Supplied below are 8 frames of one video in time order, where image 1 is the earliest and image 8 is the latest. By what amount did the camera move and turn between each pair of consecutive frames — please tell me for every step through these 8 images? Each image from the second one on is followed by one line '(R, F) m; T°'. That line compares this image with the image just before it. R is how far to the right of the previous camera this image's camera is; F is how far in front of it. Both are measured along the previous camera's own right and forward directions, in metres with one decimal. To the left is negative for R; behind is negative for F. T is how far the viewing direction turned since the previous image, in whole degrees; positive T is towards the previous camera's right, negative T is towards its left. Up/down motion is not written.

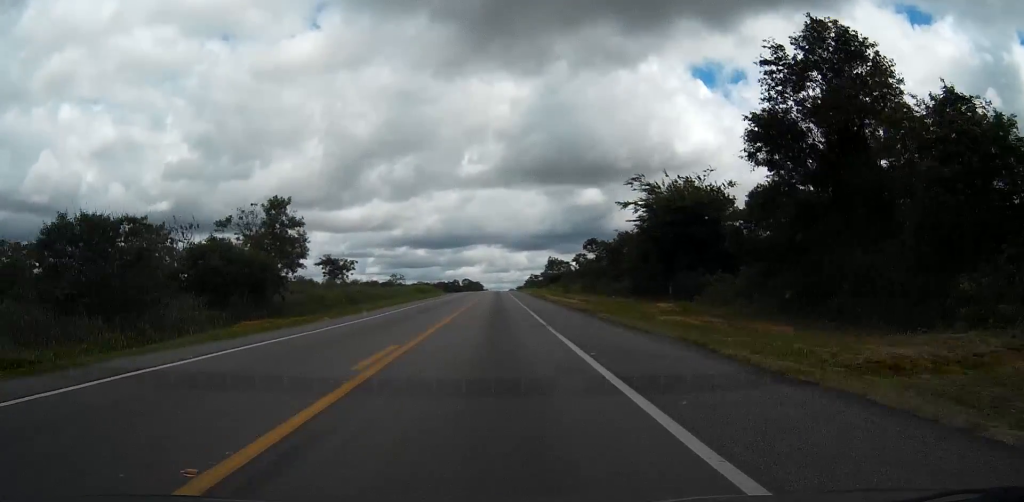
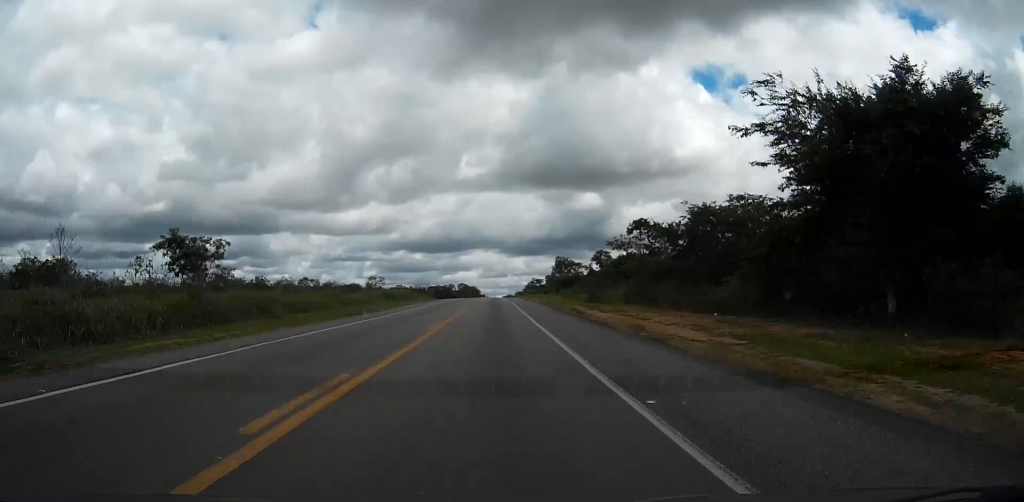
(0.0, +37.5) m; 0°
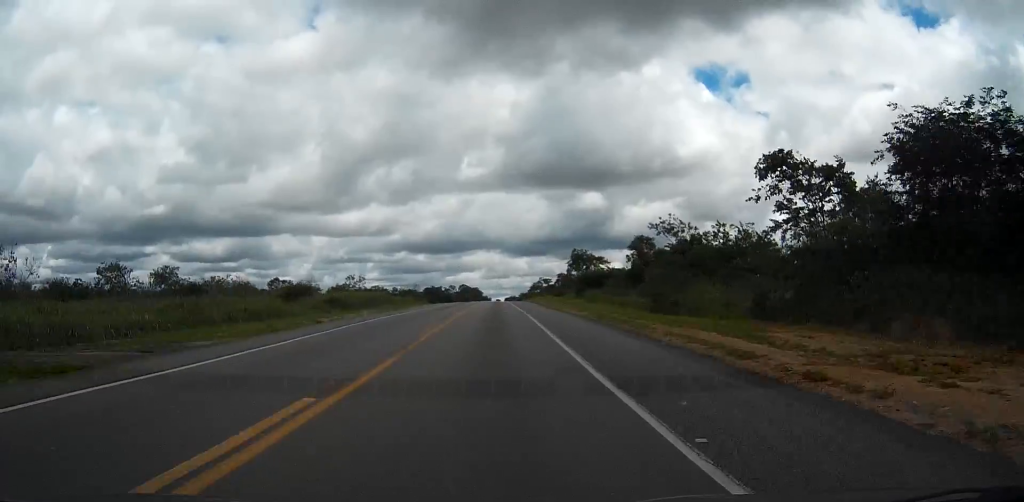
(0.0, +34.9) m; 0°
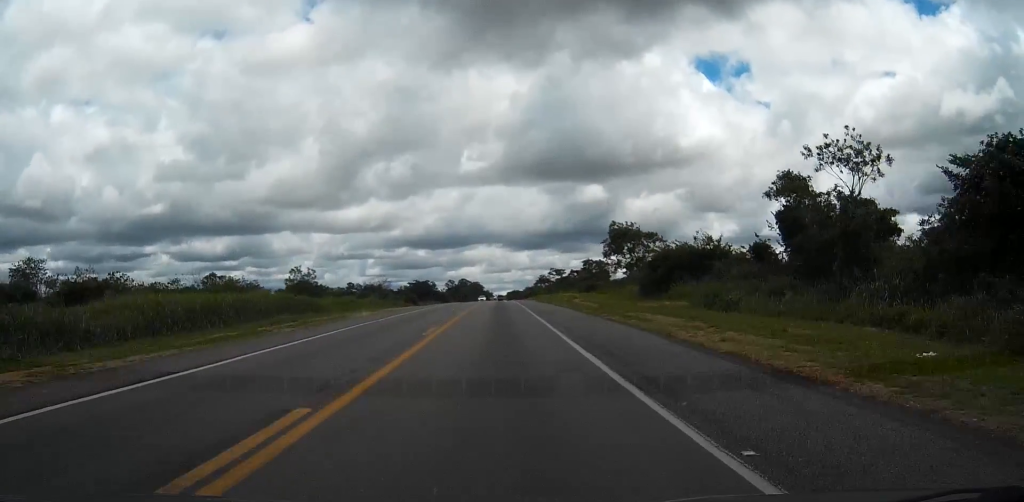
(-0.2, +49.6) m; 0°
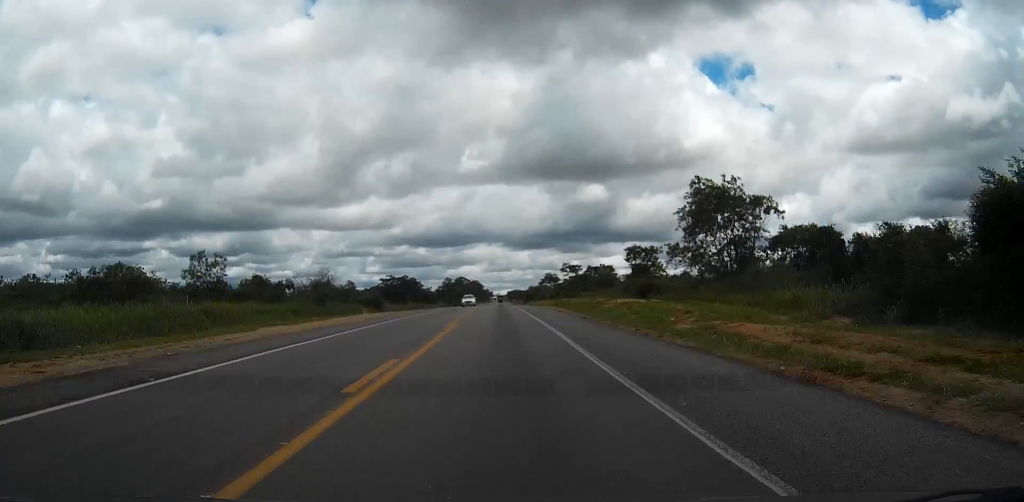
(+0.1, +43.1) m; 0°
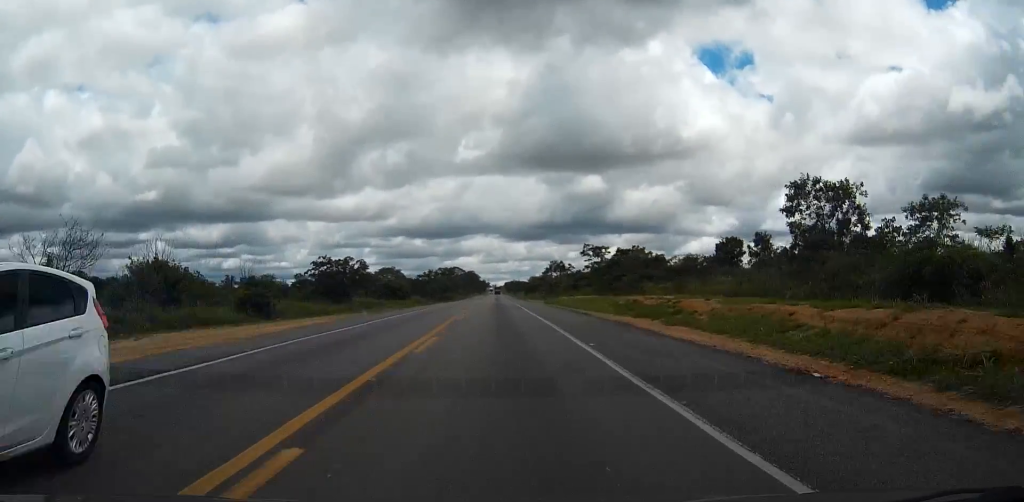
(0.0, +50.1) m; 0°
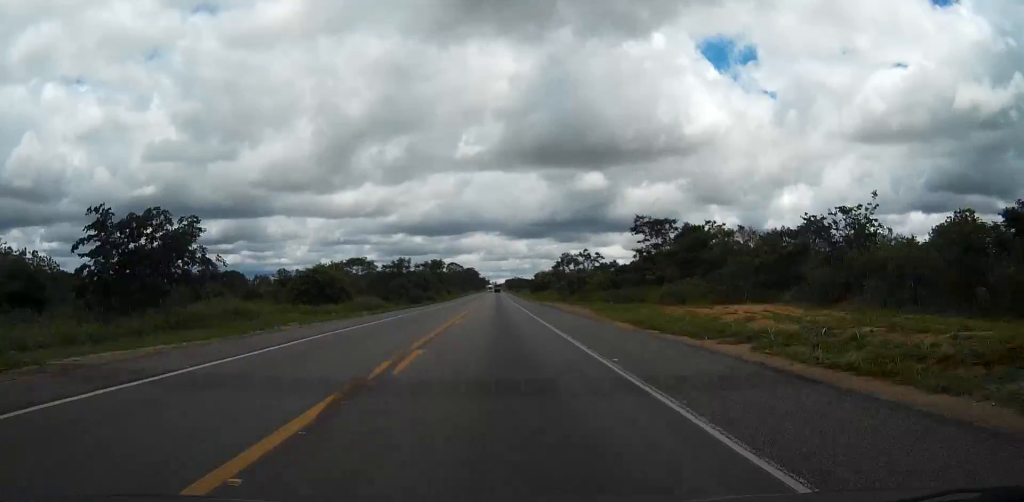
(+0.1, +51.1) m; 0°
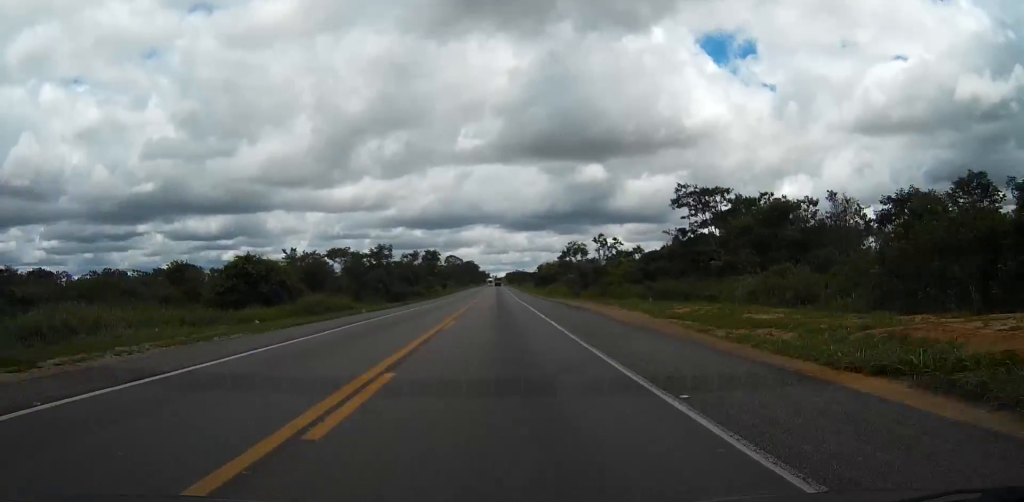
(0.0, +20.6) m; 0°
